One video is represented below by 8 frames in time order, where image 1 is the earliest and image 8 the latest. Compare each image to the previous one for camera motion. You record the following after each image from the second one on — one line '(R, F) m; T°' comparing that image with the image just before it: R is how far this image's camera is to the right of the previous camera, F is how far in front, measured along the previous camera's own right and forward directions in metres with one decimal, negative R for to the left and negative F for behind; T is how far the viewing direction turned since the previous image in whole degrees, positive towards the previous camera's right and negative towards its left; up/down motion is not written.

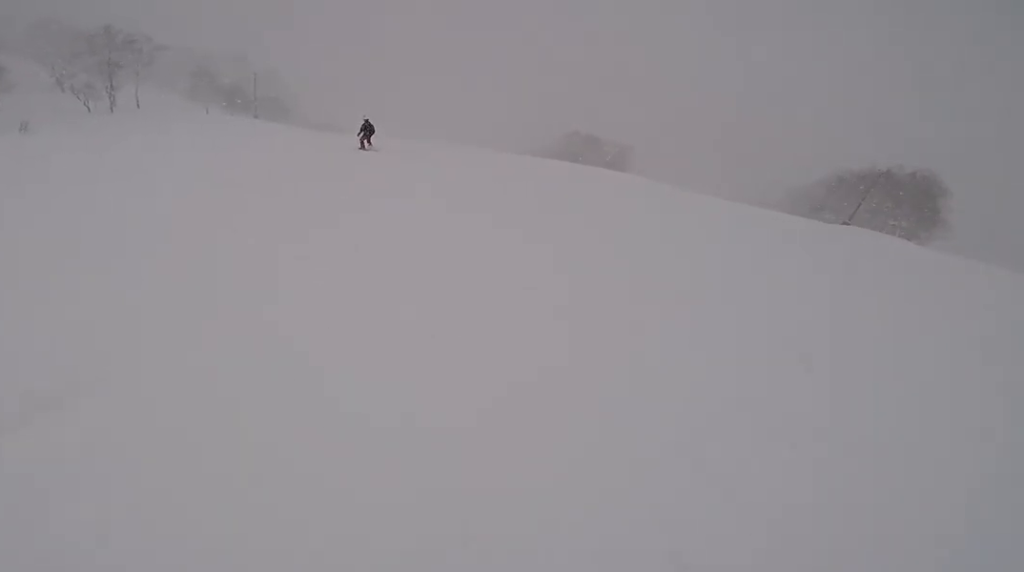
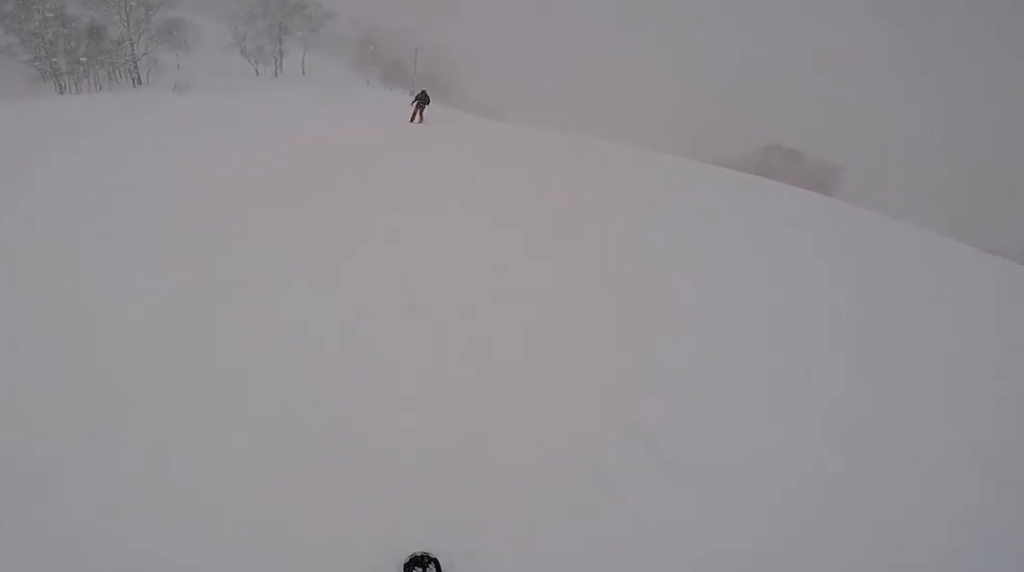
(-1.0, +4.9) m; -15°
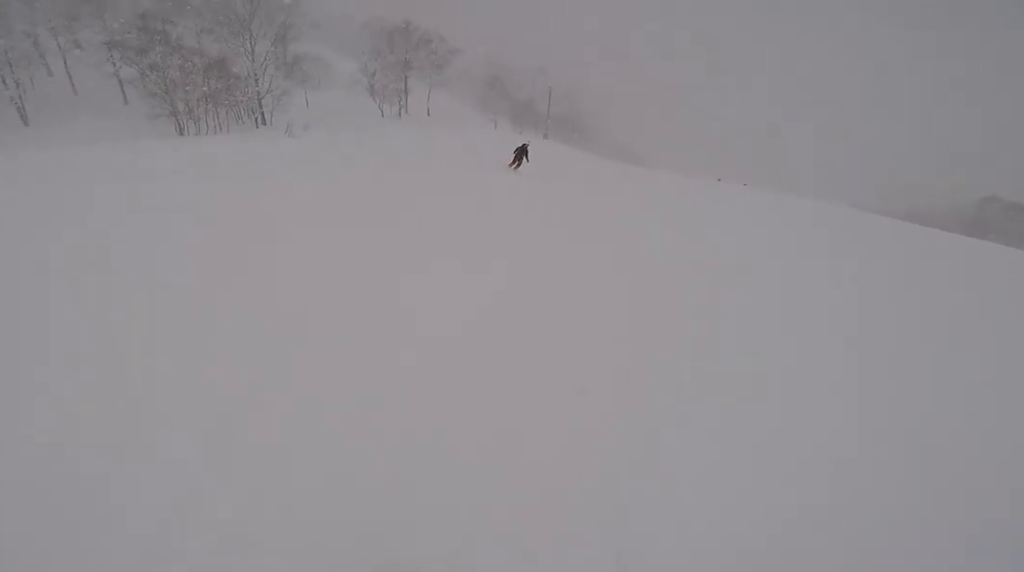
(-1.0, +6.7) m; -21°
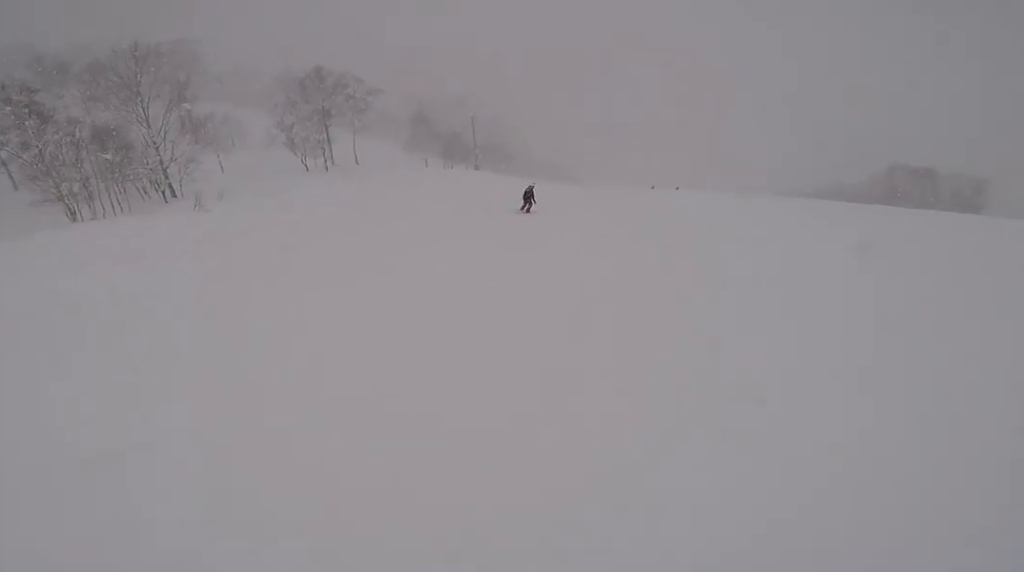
(-0.6, +4.7) m; -12°
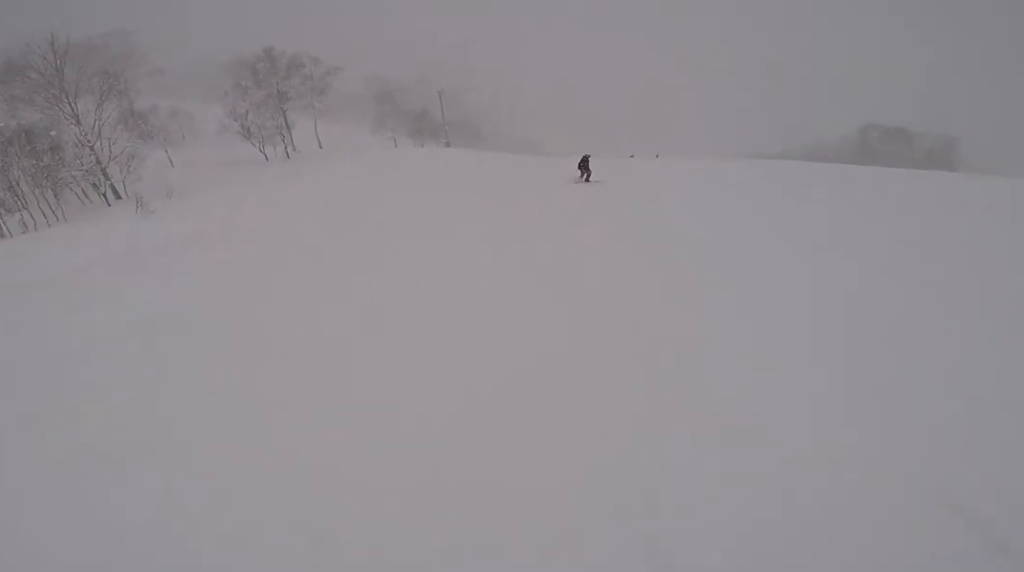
(-0.9, +3.5) m; -4°
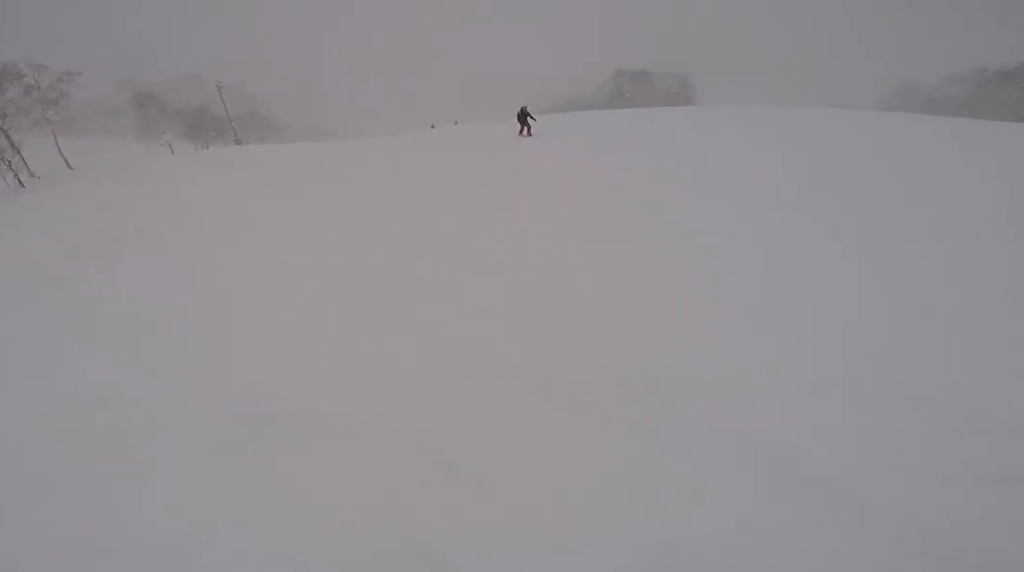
(+0.4, +6.0) m; +23°
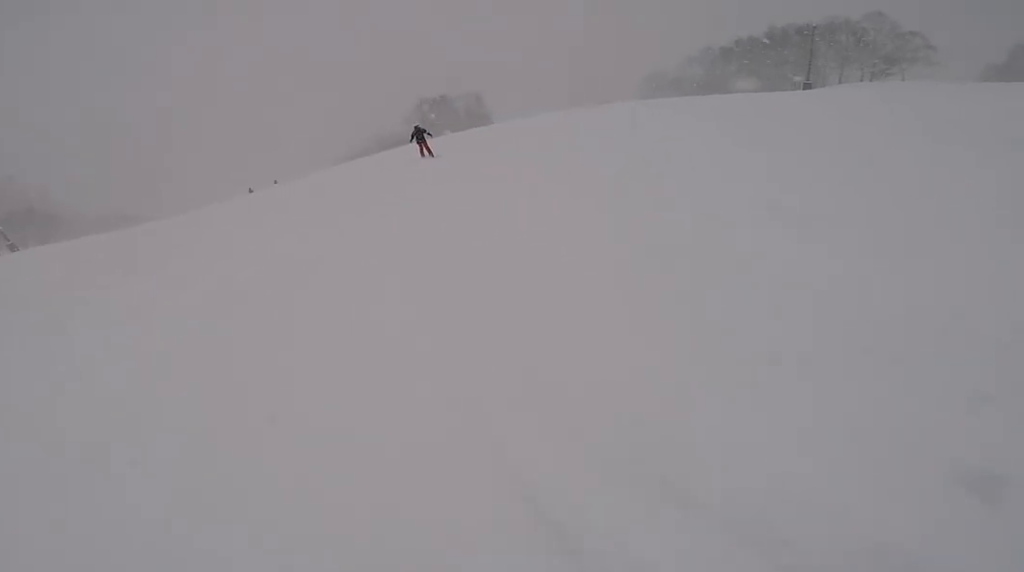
(+0.8, +4.1) m; +19°
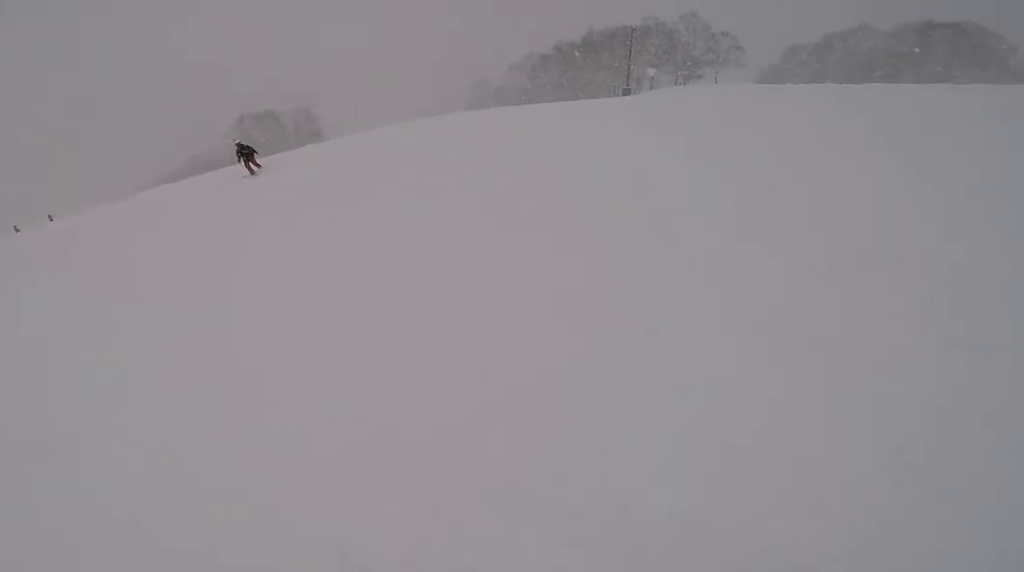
(+2.2, +7.3) m; +21°
